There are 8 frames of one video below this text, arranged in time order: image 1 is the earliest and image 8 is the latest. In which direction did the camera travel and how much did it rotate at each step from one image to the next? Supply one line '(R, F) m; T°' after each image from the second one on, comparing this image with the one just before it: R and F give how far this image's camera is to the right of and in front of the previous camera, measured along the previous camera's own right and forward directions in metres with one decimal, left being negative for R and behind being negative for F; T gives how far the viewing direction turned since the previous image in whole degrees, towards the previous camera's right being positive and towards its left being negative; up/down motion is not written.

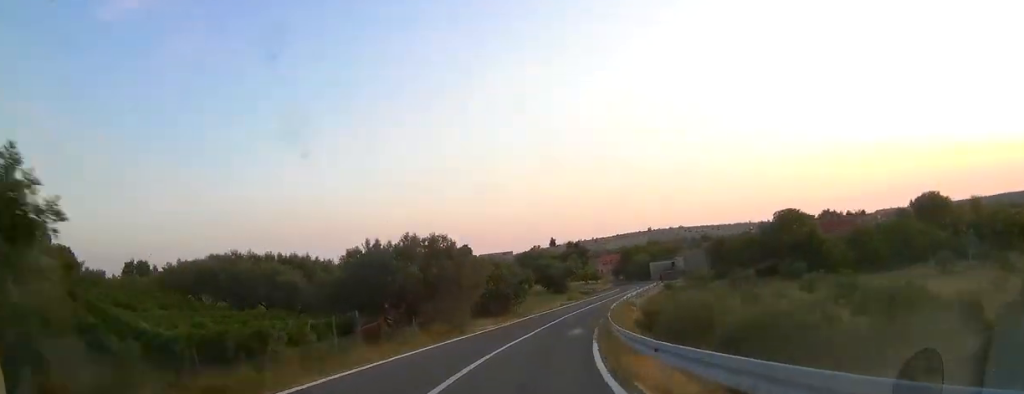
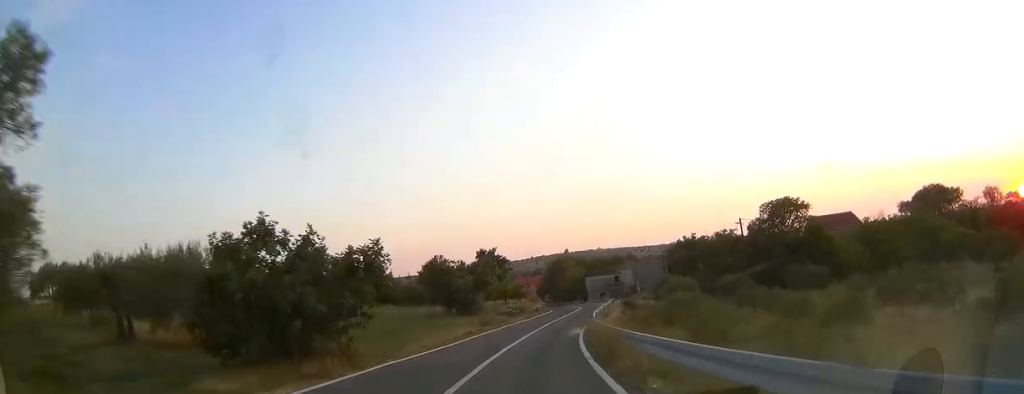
(+2.5, +21.9) m; +7°
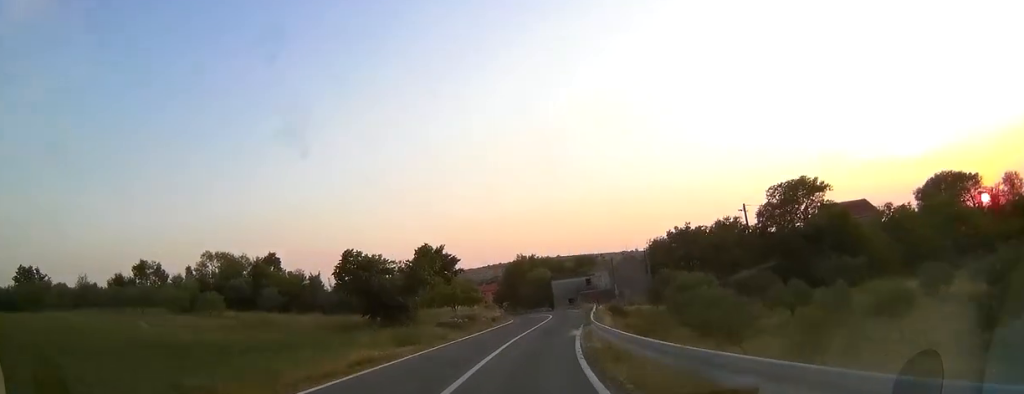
(+0.1, +11.8) m; 0°
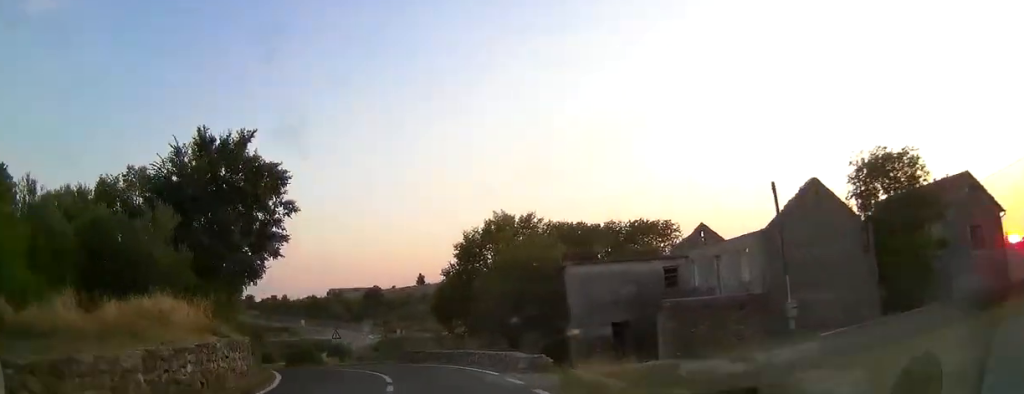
(+0.1, +46.2) m; -4°
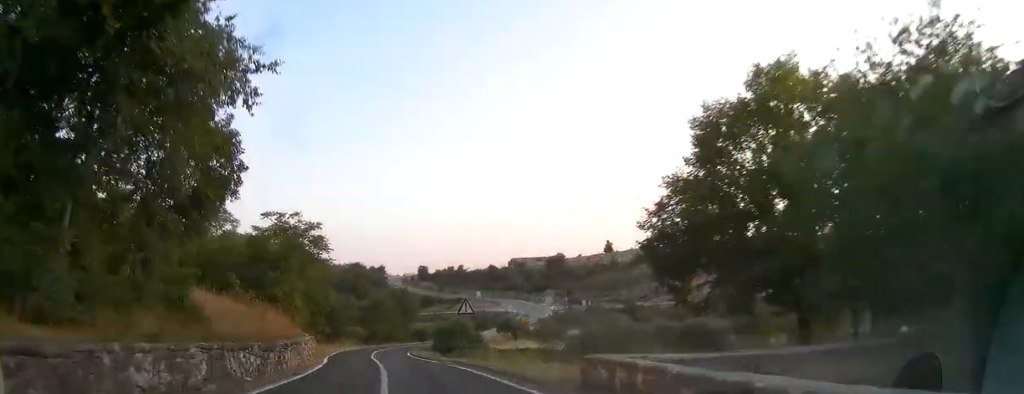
(+0.2, +20.2) m; -9°
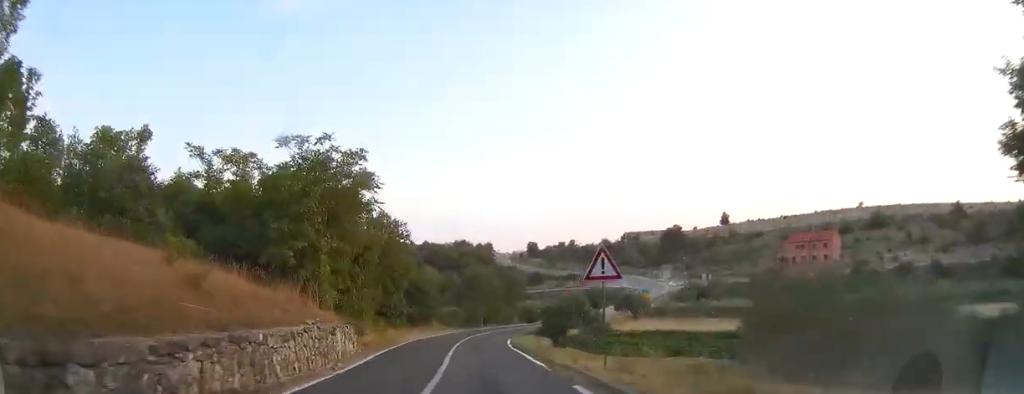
(-2.1, +12.5) m; -7°
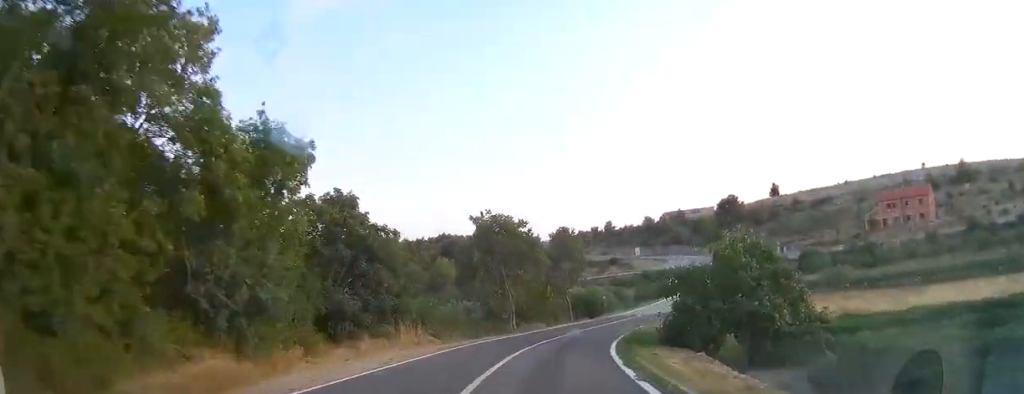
(-4.1, +31.0) m; -4°
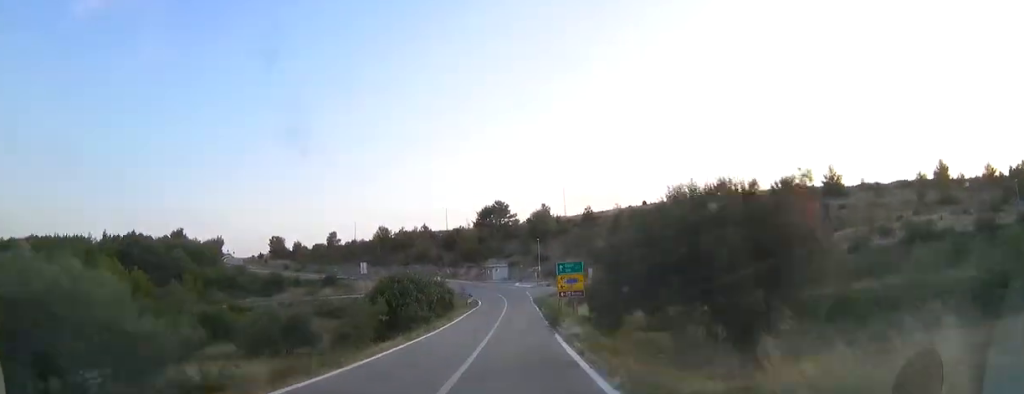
(+6.4, +45.0) m; +16°
